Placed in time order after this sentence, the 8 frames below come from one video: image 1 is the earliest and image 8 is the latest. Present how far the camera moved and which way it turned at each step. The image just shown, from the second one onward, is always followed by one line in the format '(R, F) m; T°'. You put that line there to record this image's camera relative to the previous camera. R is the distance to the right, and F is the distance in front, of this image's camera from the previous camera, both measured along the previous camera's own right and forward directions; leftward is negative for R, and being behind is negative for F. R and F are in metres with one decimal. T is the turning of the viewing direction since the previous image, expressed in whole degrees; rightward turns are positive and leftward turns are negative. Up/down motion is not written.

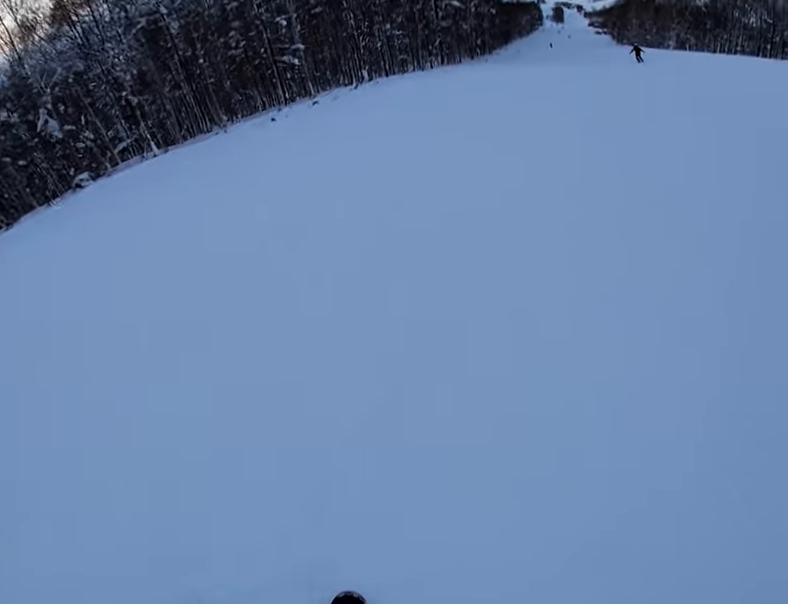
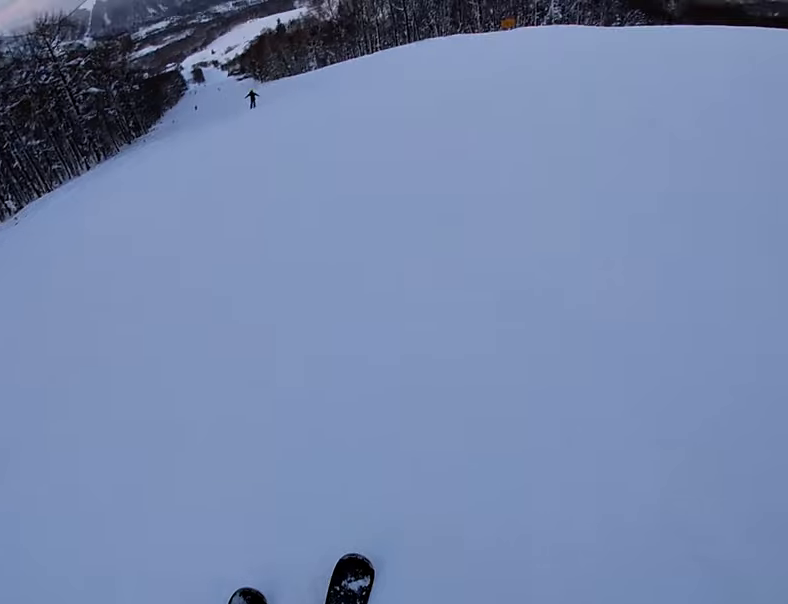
(+2.1, +8.0) m; +30°
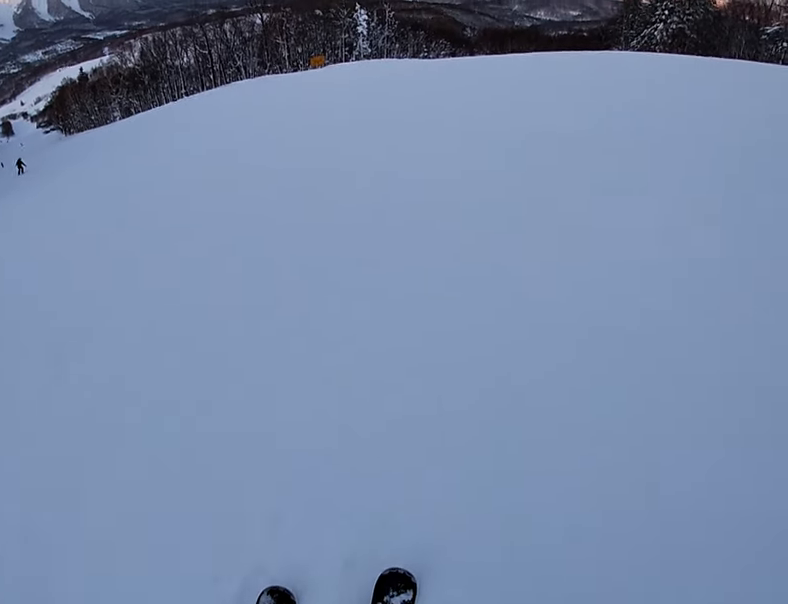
(+1.8, +7.9) m; +15°
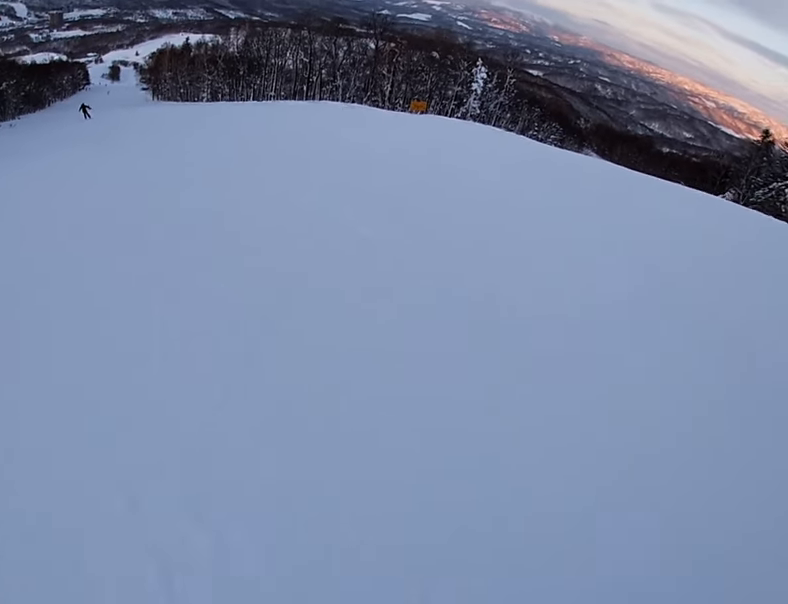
(+0.3, +9.4) m; -10°
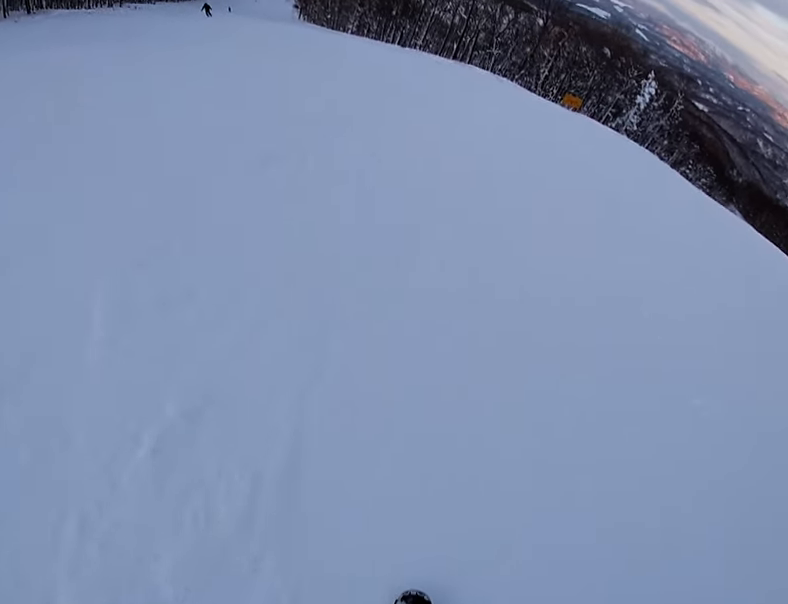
(-0.9, +5.3) m; -12°
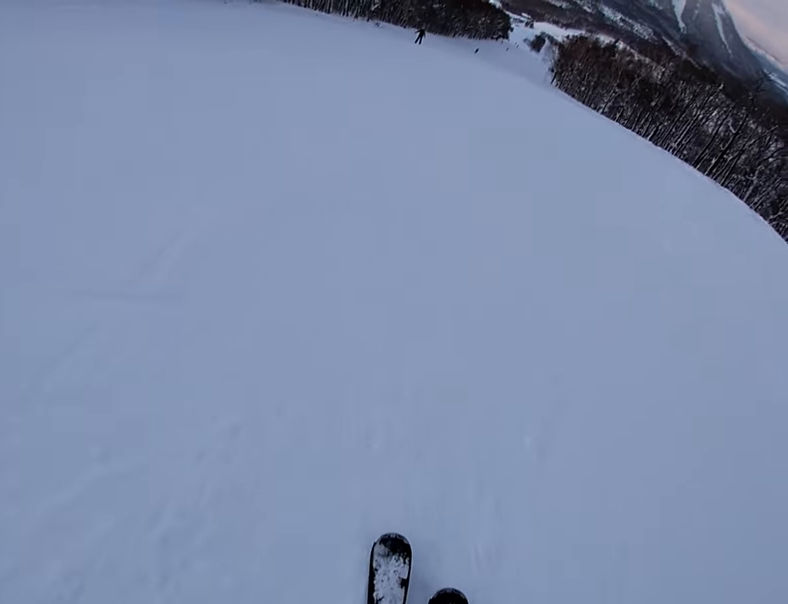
(-1.1, +7.6) m; -25°
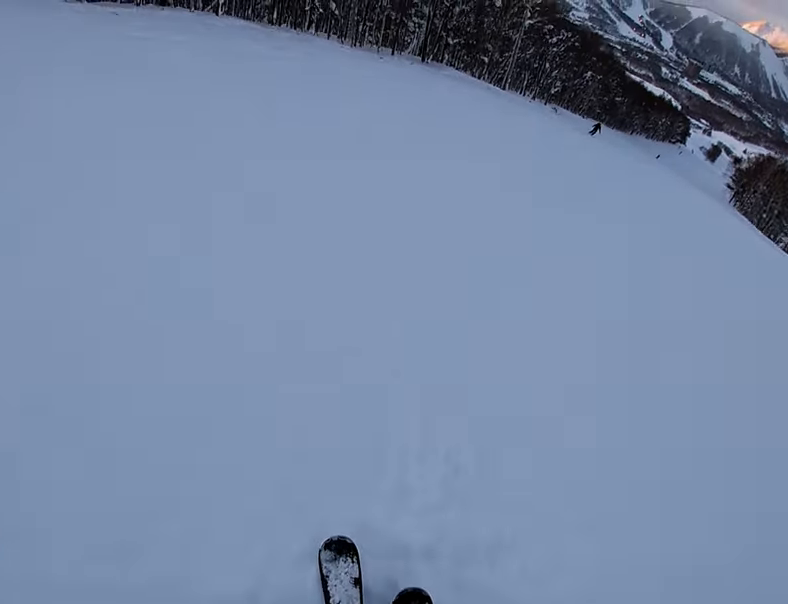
(-1.5, +6.4) m; -20°
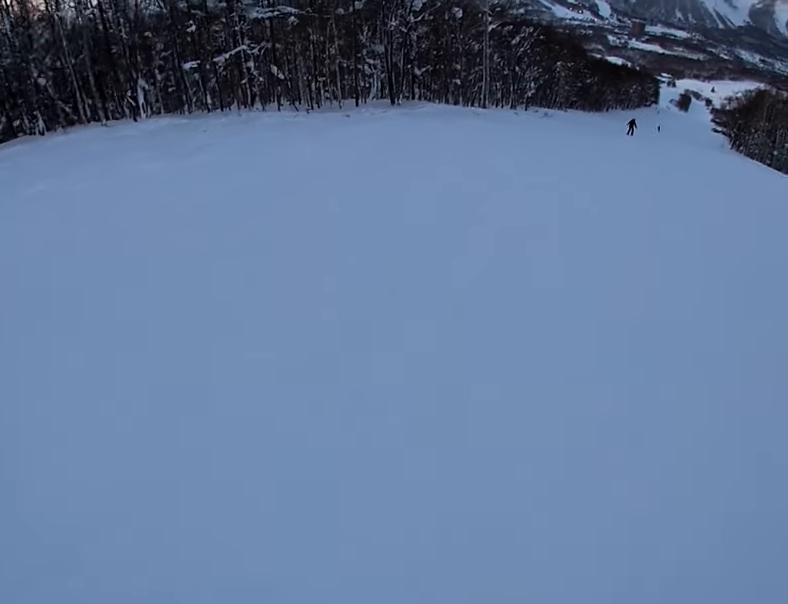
(-1.4, +7.3) m; -1°
